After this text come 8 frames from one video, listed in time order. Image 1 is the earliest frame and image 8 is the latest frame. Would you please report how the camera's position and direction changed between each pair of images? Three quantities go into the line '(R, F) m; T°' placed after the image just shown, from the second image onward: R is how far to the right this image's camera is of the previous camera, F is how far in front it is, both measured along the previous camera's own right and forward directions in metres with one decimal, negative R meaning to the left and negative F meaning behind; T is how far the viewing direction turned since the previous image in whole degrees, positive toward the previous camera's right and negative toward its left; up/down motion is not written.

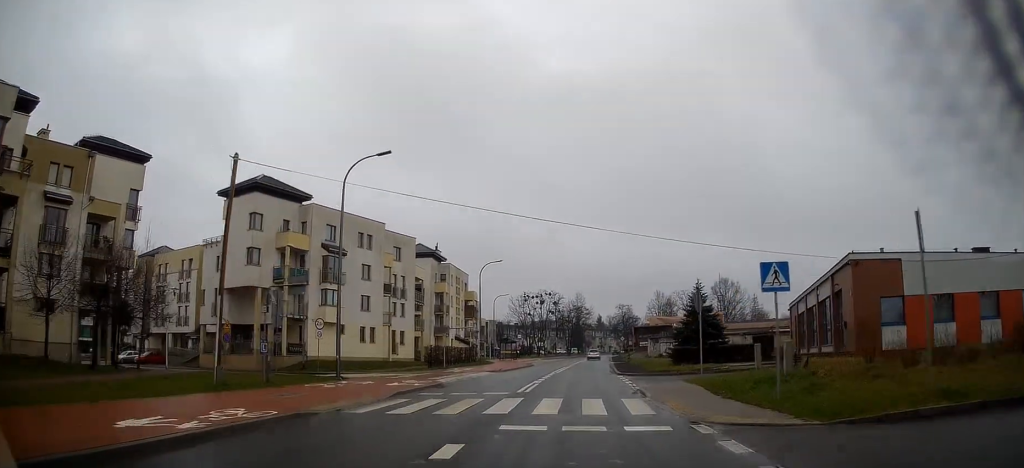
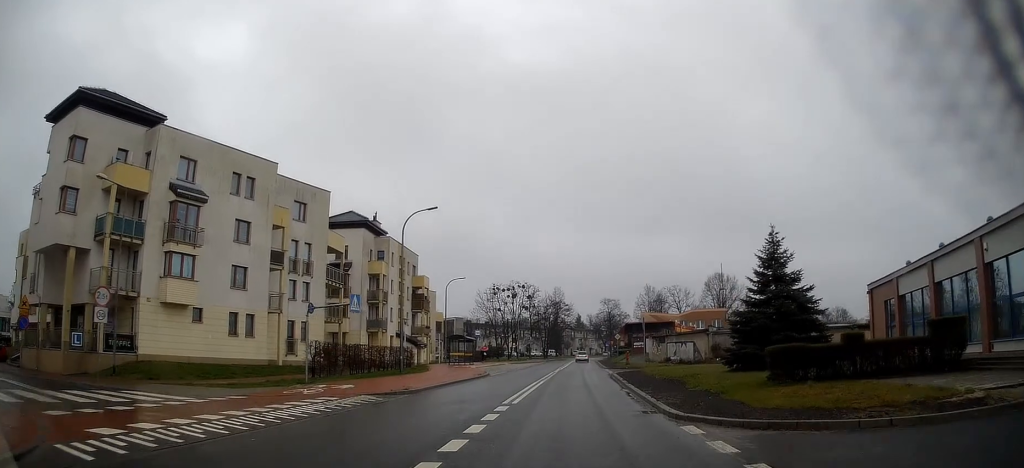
(+0.3, +20.5) m; +2°
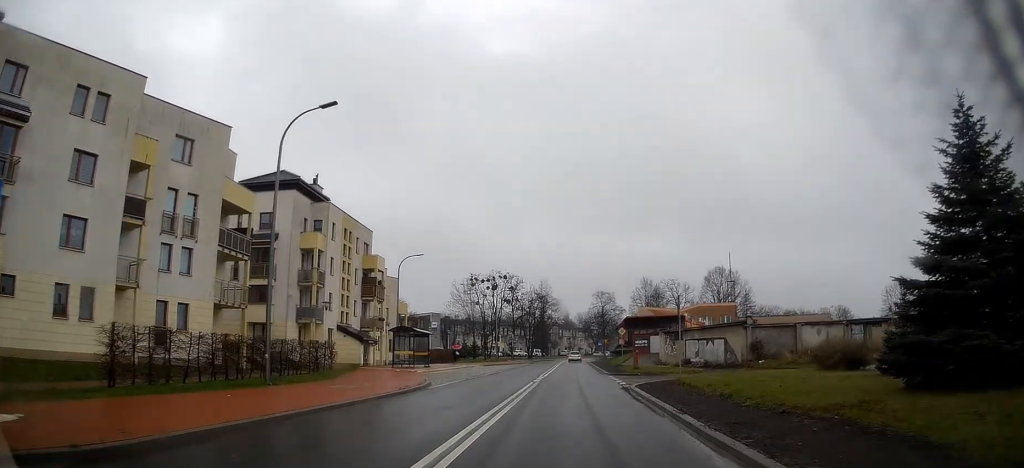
(+0.2, +14.8) m; +1°
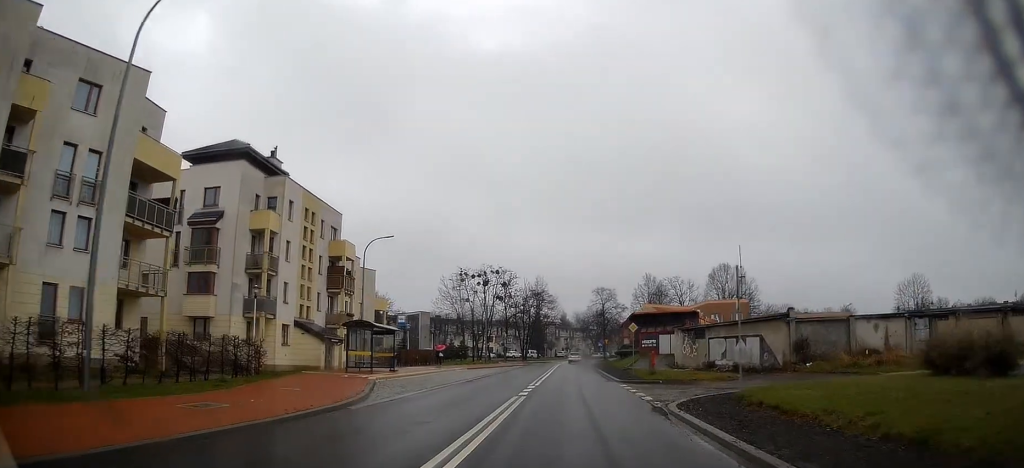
(0.0, +8.4) m; 0°
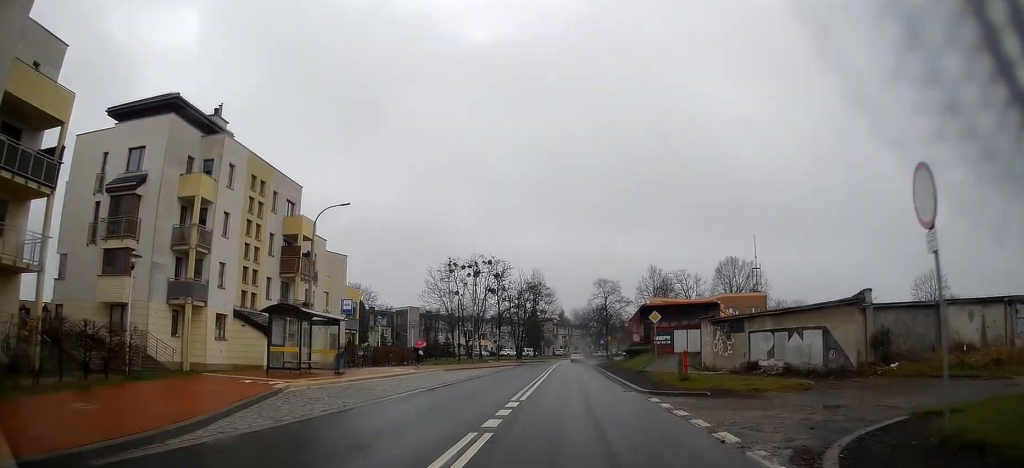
(0.0, +8.8) m; 0°
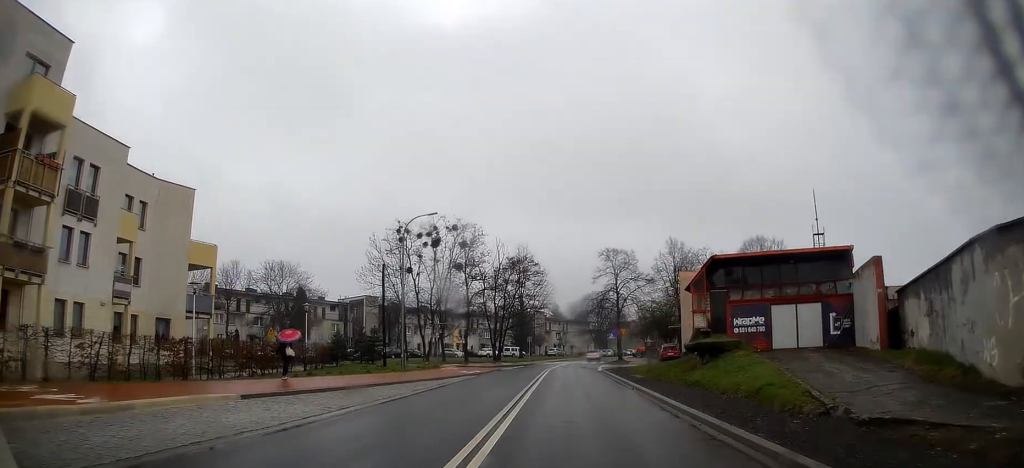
(+0.2, +26.0) m; +1°
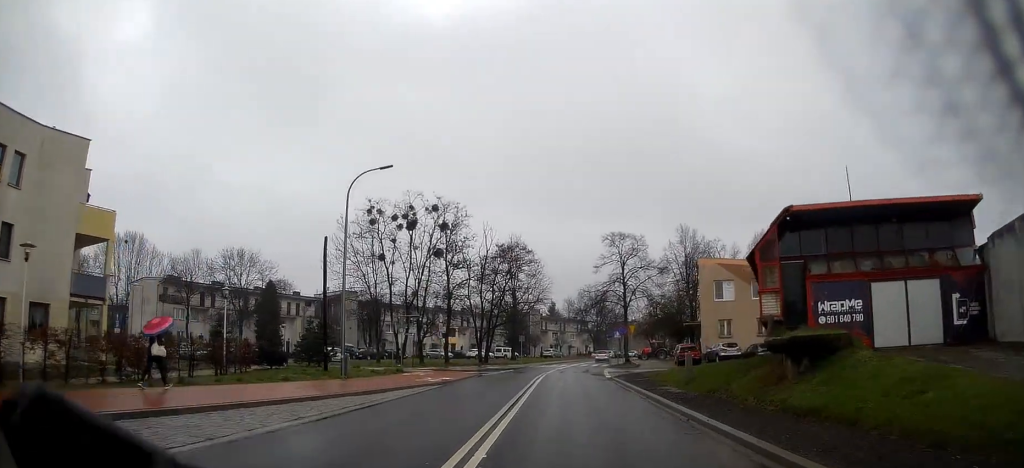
(+0.1, +9.6) m; 0°
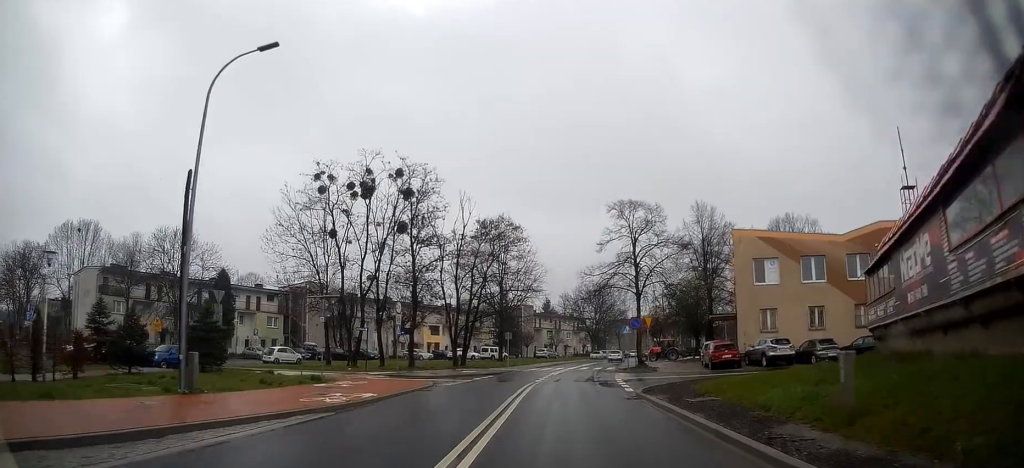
(0.0, +11.8) m; 0°
